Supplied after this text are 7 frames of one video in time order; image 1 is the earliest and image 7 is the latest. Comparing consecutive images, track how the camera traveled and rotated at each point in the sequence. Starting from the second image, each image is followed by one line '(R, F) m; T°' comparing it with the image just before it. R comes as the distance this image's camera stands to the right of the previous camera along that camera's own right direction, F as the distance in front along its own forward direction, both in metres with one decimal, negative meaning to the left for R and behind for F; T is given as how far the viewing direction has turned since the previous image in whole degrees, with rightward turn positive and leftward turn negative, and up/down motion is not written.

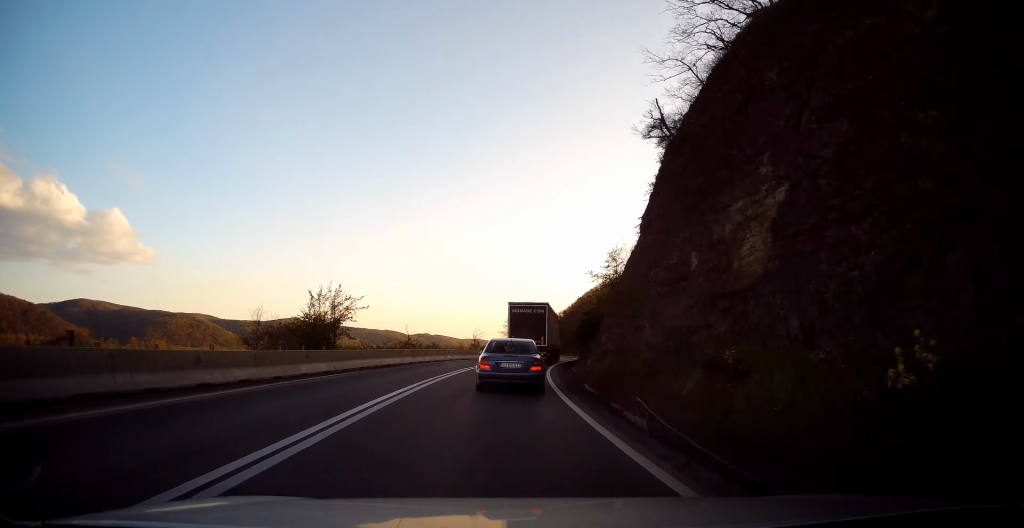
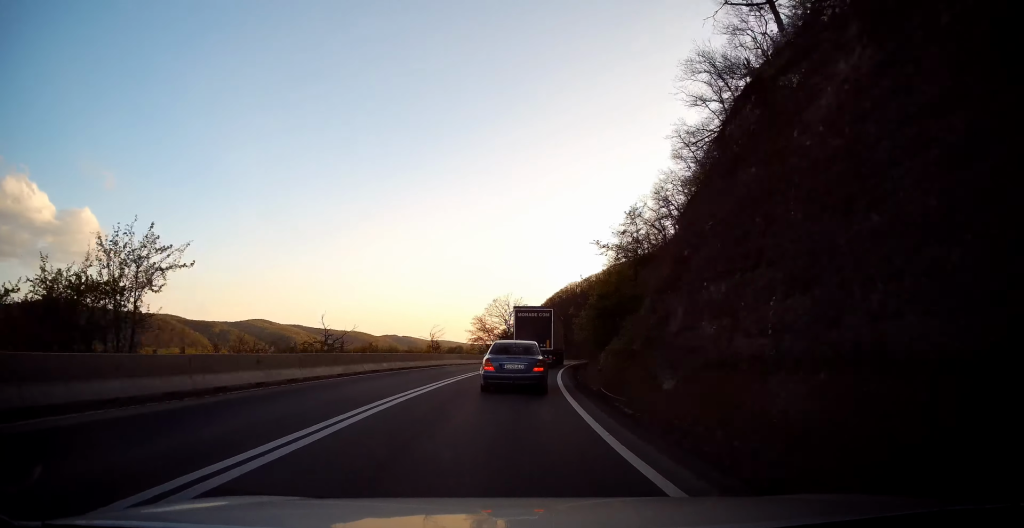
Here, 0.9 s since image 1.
(+0.4, +15.2) m; +2°
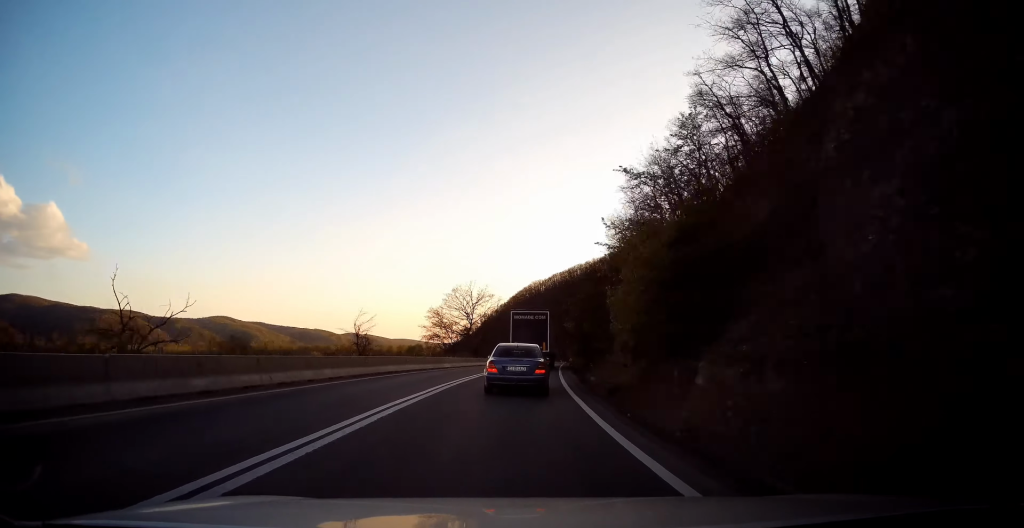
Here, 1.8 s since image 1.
(+0.2, +14.6) m; +2°
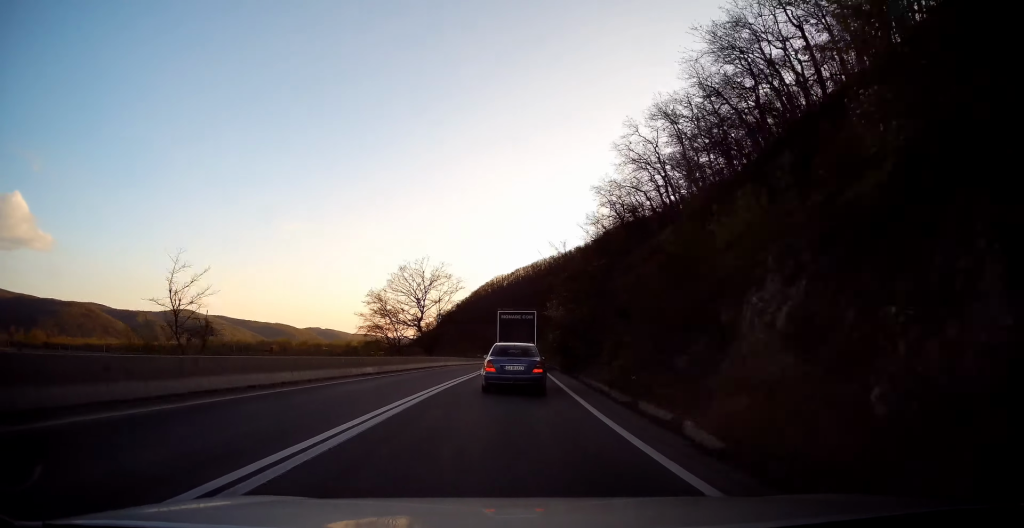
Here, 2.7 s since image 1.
(+0.4, +14.8) m; +4°
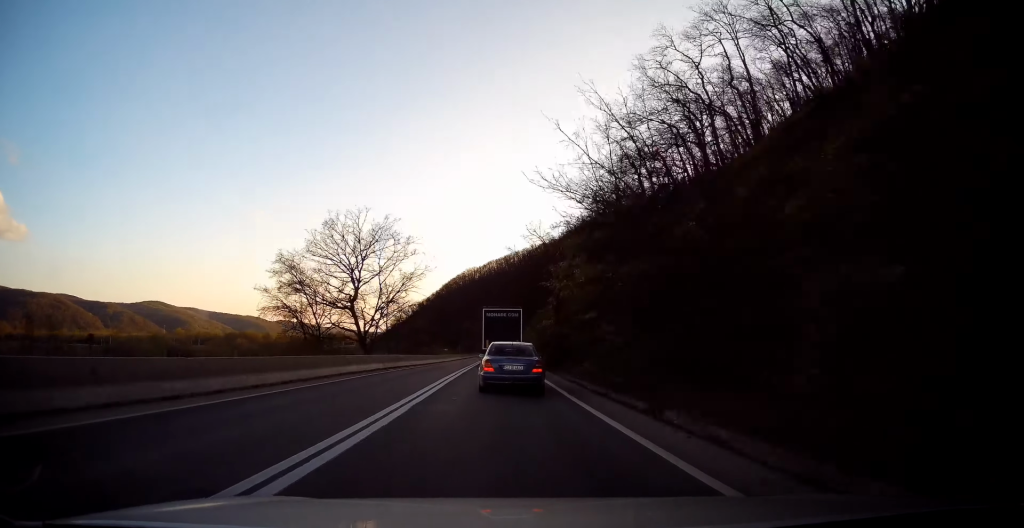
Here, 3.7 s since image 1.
(+0.8, +16.7) m; +2°
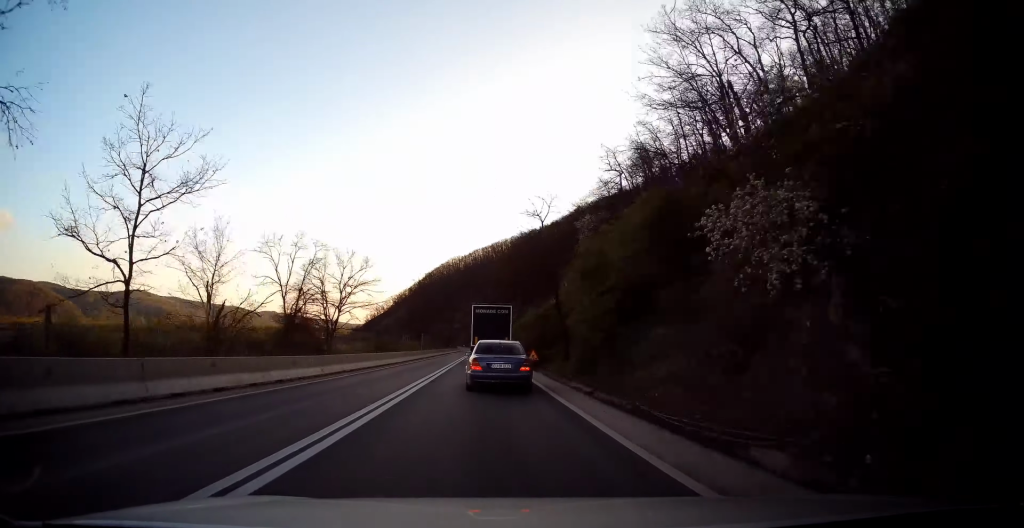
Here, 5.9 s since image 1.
(+1.5, +36.8) m; +4°
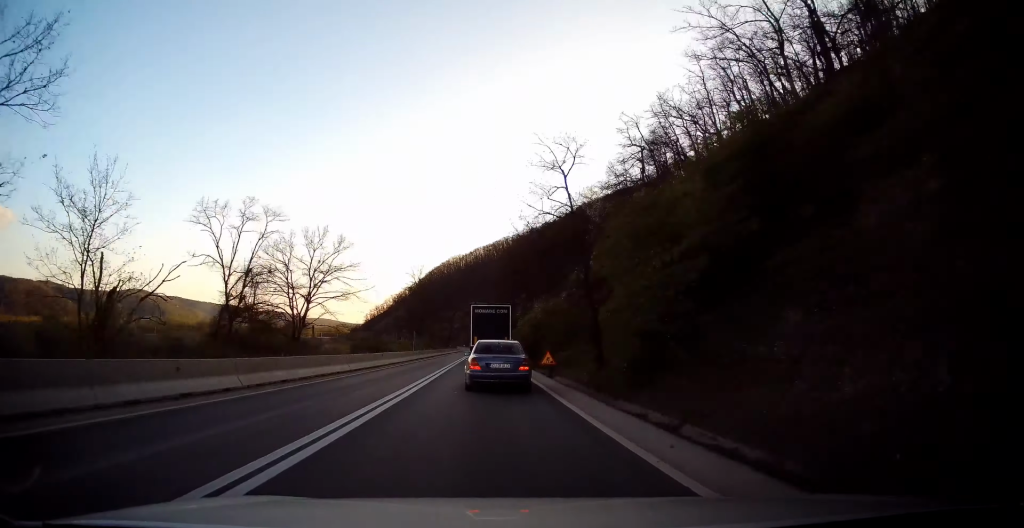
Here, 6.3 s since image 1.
(-0.1, +7.6) m; 0°
